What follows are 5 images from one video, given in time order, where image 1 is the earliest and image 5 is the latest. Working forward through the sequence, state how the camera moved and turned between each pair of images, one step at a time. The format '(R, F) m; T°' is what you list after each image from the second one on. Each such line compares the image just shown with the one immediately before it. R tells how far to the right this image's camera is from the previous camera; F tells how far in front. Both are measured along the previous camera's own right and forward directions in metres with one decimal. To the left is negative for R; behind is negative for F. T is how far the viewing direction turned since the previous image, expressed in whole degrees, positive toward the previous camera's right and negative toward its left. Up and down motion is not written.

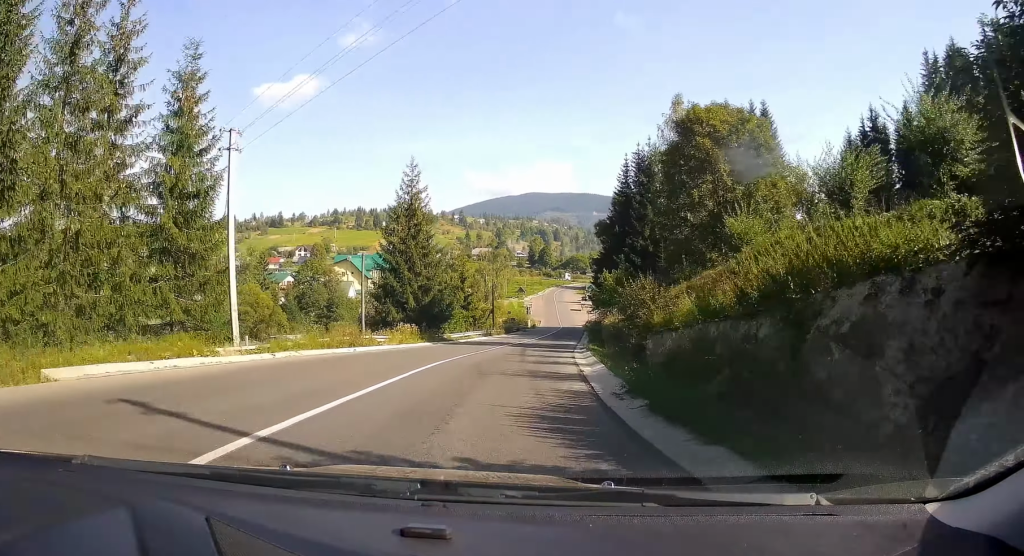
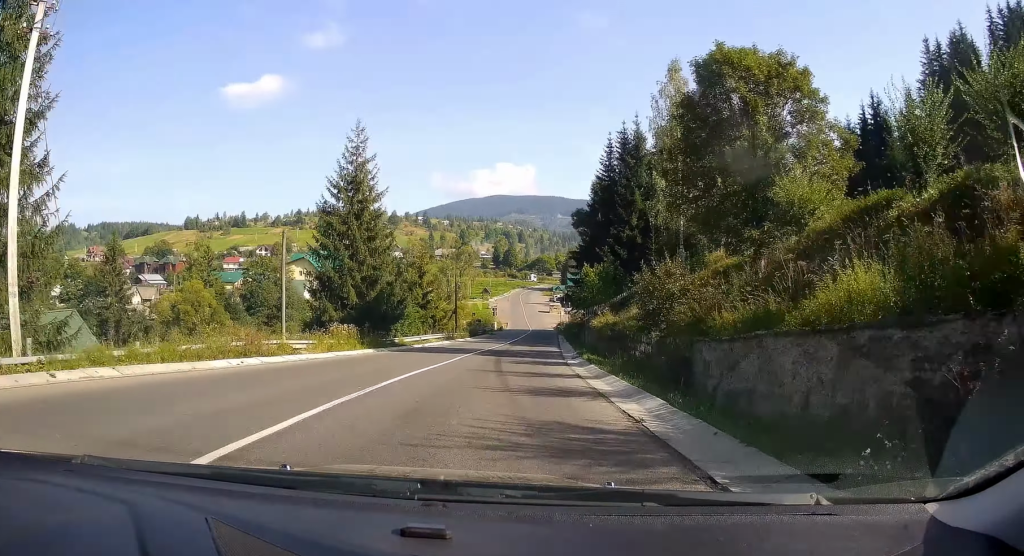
(0.0, +9.8) m; +1°
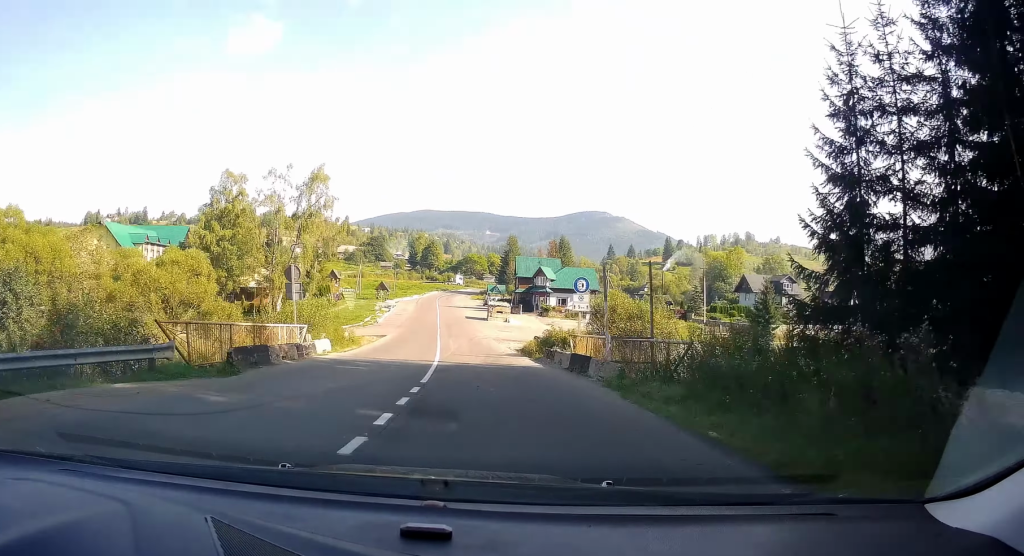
(+9.5, +76.2) m; +11°
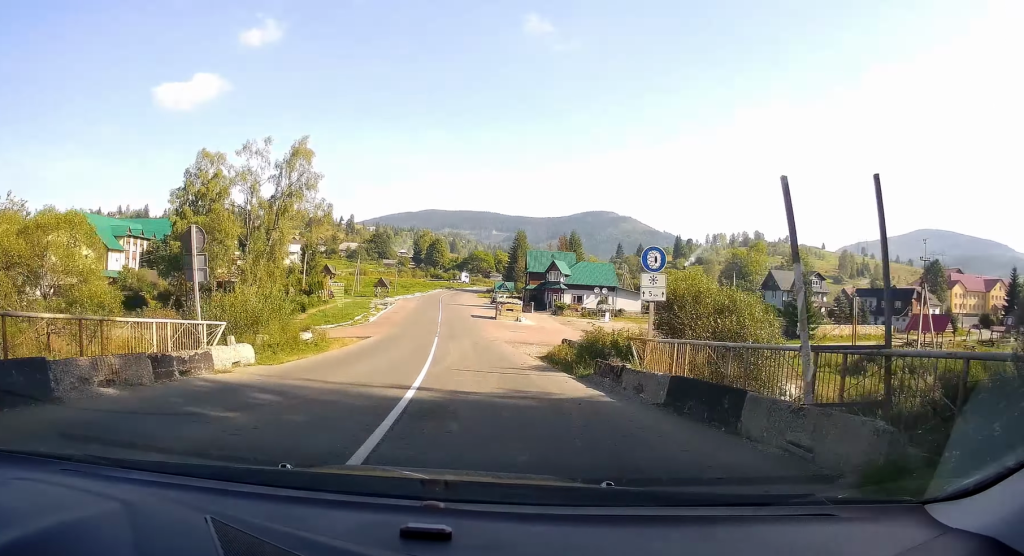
(+0.2, +9.9) m; 0°
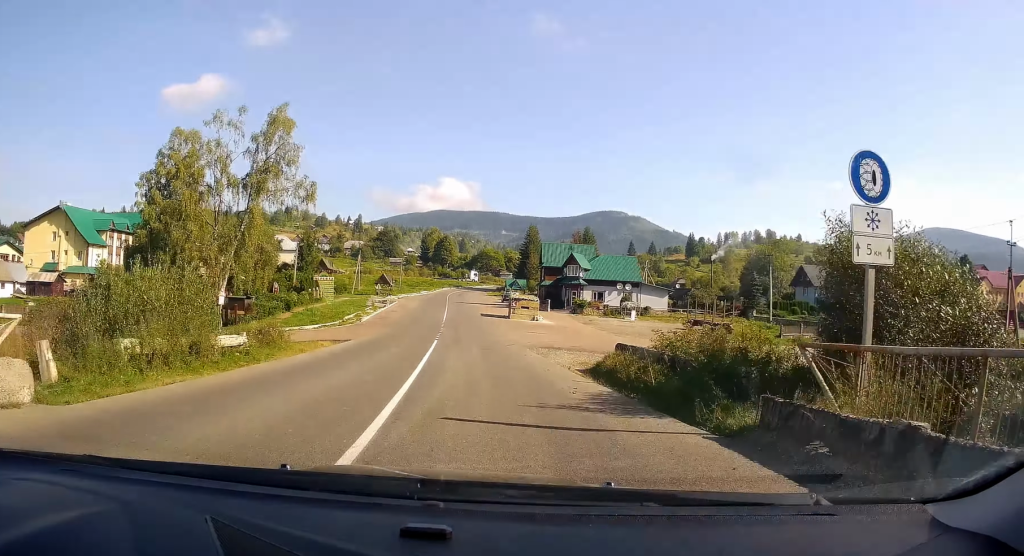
(+0.1, +9.1) m; 0°
